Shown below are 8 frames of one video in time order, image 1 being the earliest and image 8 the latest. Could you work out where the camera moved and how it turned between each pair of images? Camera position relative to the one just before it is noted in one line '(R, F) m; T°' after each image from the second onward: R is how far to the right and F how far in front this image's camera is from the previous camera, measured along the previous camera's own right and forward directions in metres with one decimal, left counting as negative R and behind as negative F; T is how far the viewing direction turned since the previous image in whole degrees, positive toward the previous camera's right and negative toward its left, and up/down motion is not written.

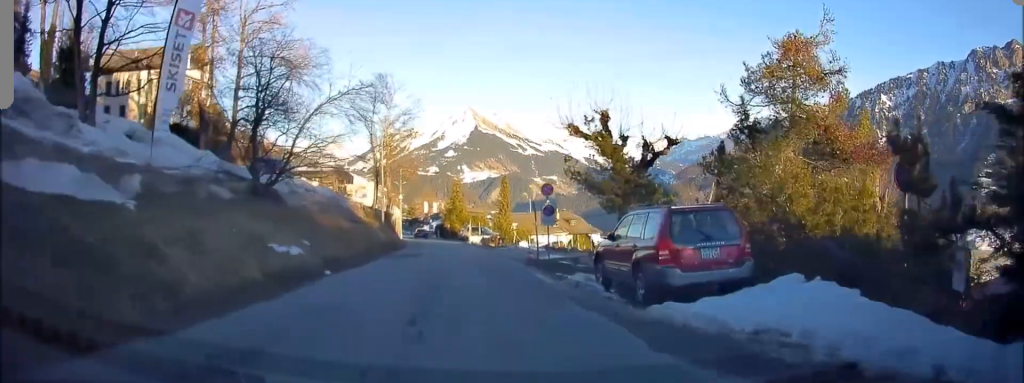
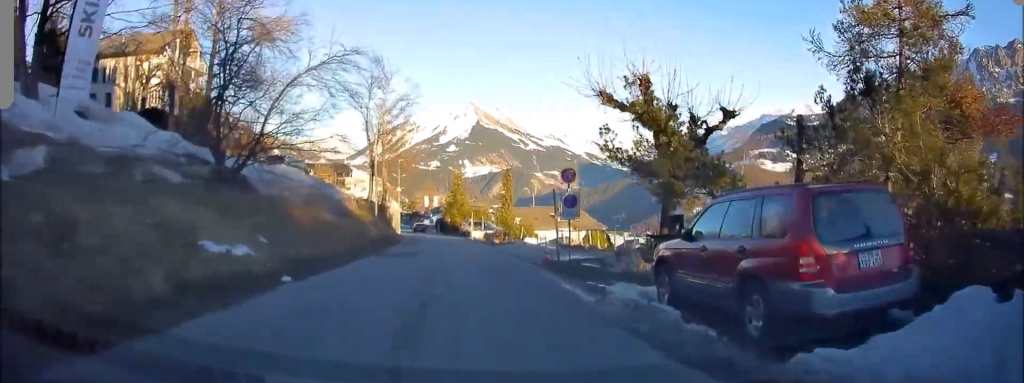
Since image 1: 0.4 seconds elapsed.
(+0.3, +3.9) m; +1°
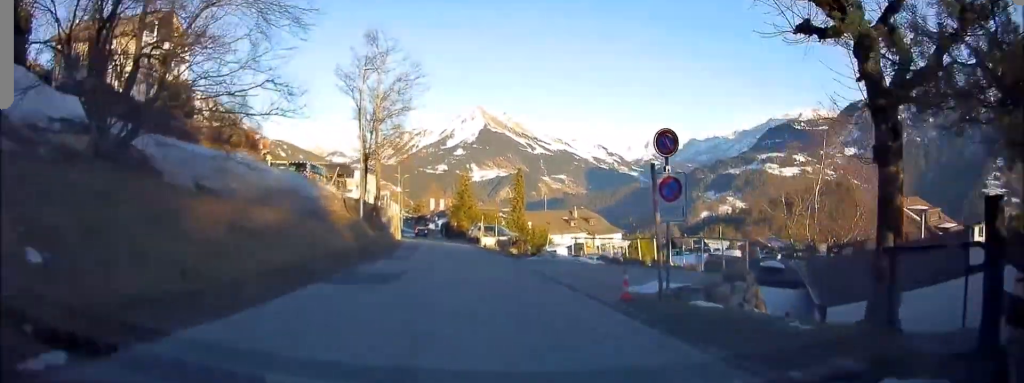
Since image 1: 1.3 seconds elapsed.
(-0.3, +8.1) m; -2°
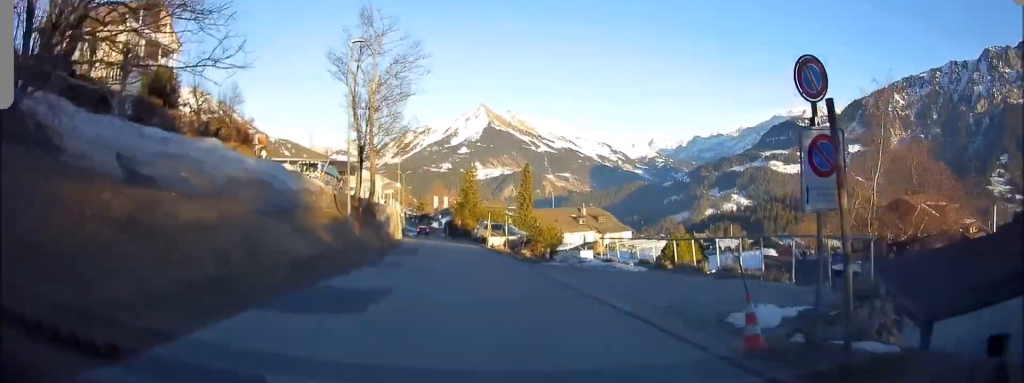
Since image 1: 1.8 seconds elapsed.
(0.0, +4.5) m; 0°
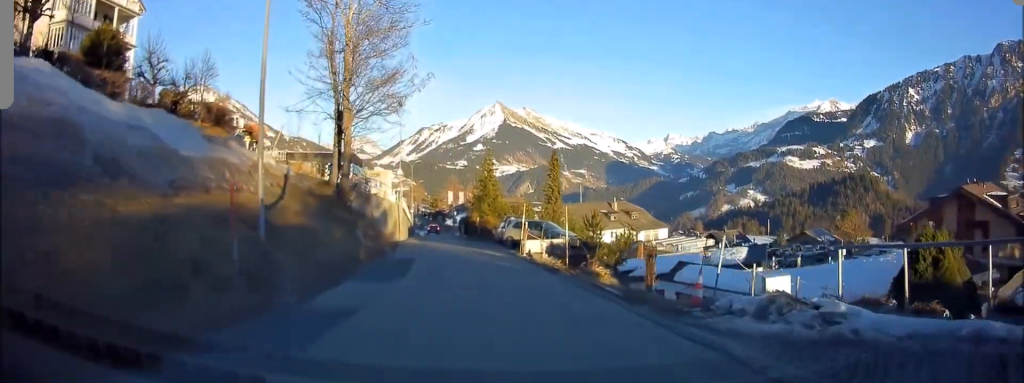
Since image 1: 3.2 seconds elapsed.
(+0.3, +12.7) m; +2°
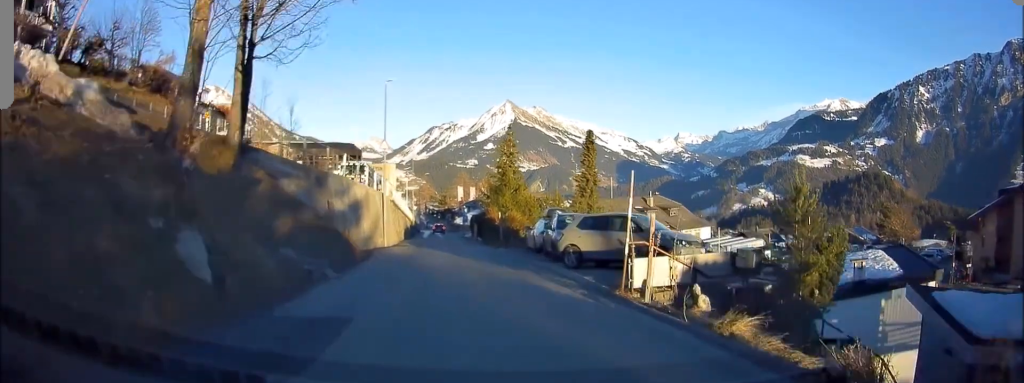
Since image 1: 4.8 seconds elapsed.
(-0.3, +14.8) m; -2°
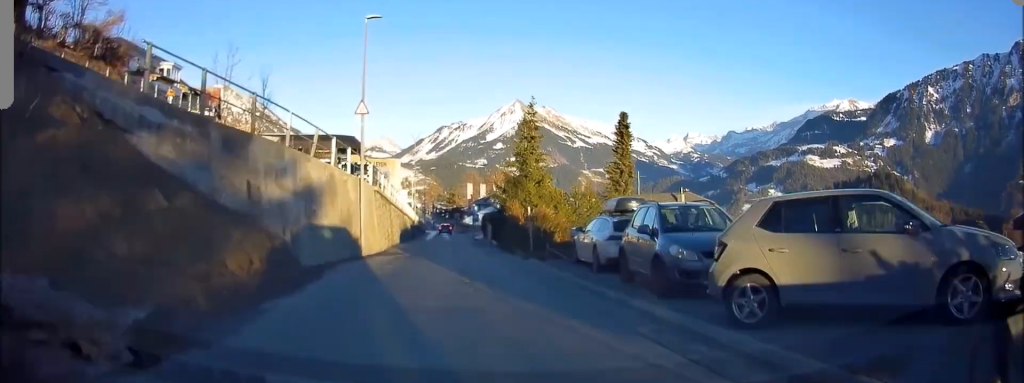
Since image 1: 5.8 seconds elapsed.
(0.0, +9.3) m; -1°
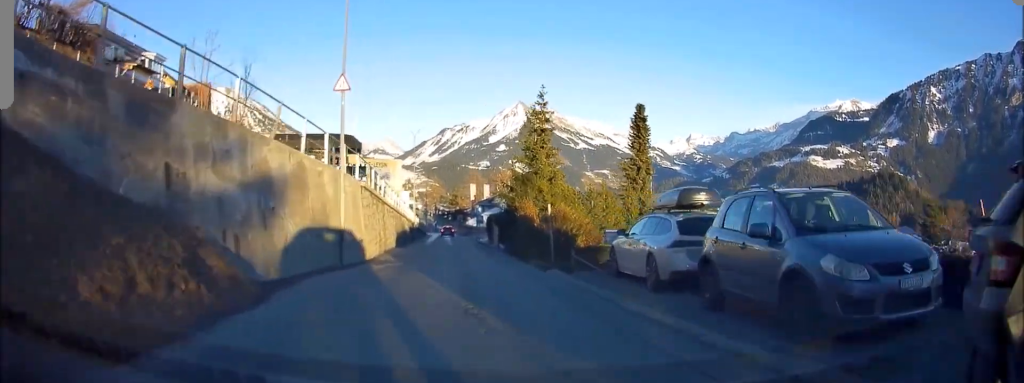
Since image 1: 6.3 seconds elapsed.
(0.0, +4.3) m; -1°
